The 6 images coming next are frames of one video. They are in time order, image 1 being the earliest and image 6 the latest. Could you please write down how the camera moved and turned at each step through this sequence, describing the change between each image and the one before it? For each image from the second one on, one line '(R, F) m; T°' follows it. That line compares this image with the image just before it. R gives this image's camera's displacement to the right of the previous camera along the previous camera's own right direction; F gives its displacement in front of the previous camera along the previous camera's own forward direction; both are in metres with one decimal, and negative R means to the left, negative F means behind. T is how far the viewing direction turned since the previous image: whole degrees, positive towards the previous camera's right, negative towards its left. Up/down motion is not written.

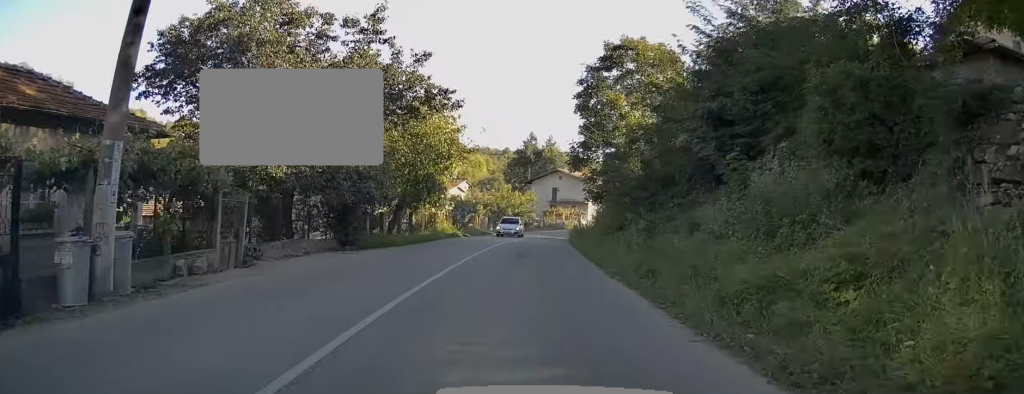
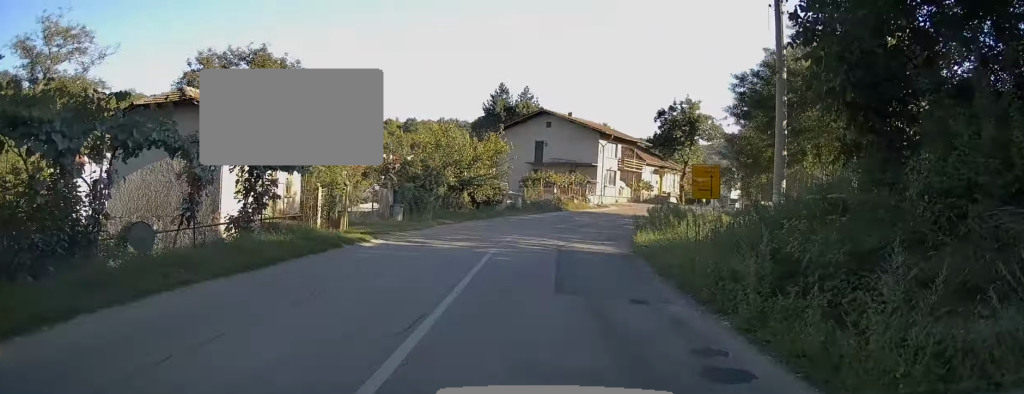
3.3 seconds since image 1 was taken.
(+0.4, +36.6) m; +2°
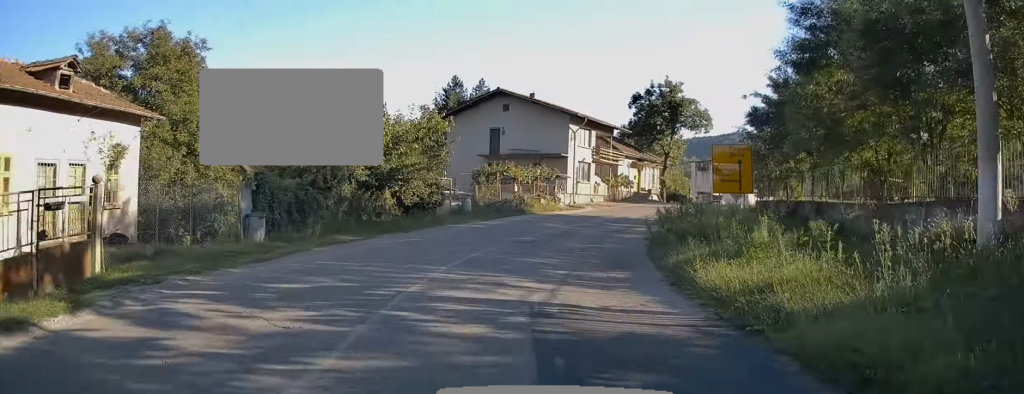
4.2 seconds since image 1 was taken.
(+0.2, +10.4) m; +3°
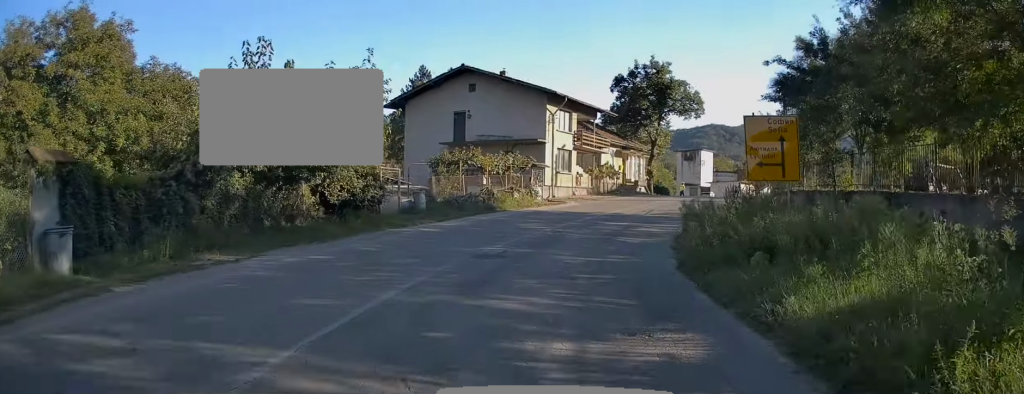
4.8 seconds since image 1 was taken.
(+0.1, +6.4) m; +3°
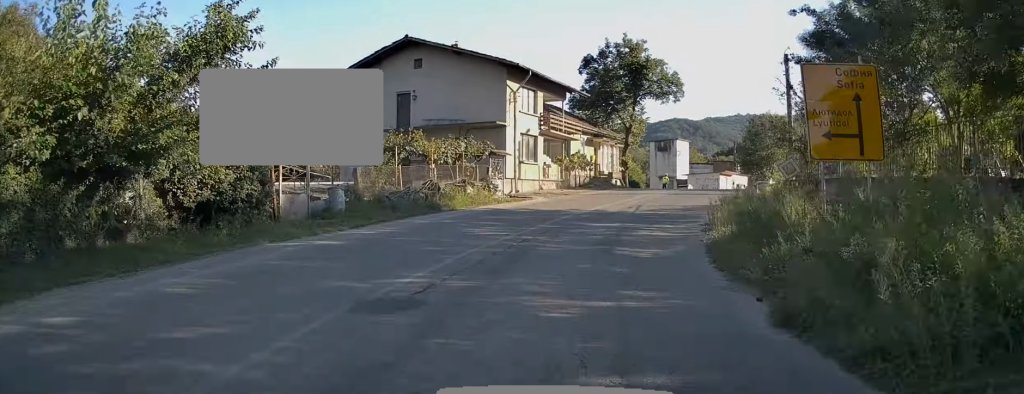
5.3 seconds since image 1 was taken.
(+0.1, +6.3) m; +4°
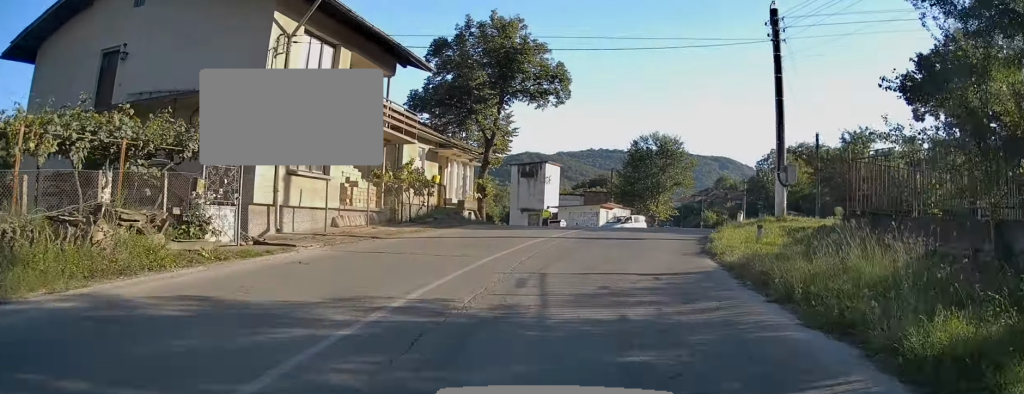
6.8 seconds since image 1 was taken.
(+1.4, +15.4) m; +11°
